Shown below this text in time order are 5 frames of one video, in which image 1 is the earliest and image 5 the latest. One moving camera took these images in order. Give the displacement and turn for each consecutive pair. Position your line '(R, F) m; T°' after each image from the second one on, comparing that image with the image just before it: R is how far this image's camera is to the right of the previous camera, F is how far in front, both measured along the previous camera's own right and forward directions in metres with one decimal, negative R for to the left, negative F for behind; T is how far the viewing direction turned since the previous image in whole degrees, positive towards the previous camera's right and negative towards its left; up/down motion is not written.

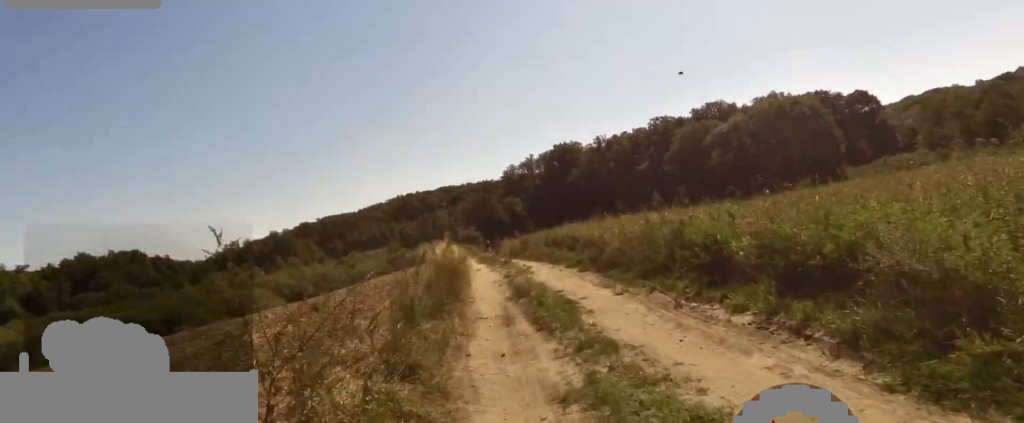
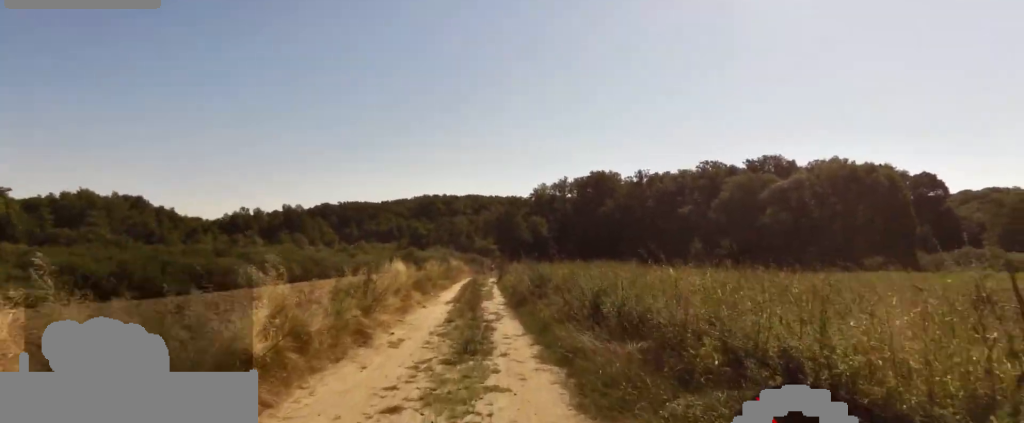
(+1.8, +13.5) m; +1°
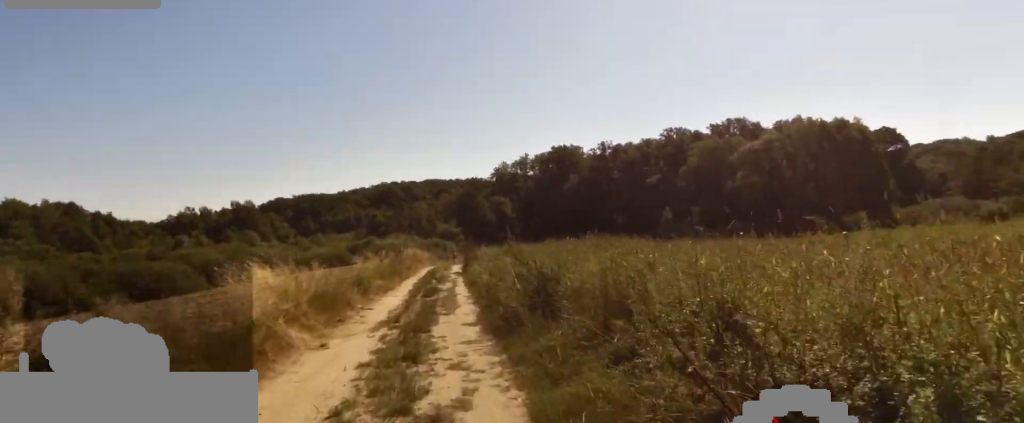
(-0.7, +6.8) m; -6°
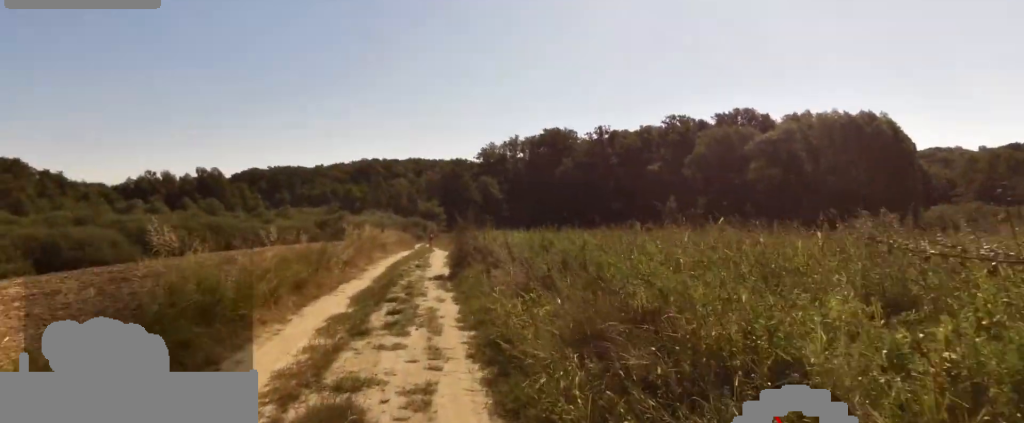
(0.0, +11.9) m; 0°
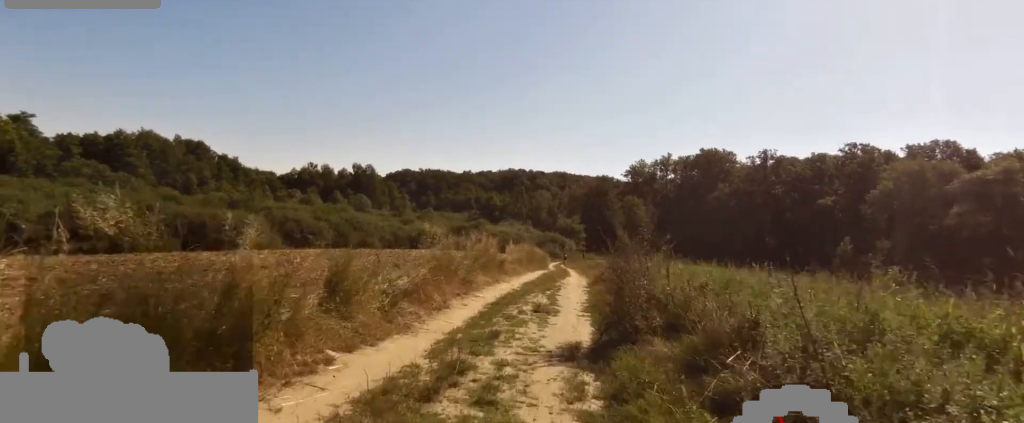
(0.0, +6.5) m; 0°
